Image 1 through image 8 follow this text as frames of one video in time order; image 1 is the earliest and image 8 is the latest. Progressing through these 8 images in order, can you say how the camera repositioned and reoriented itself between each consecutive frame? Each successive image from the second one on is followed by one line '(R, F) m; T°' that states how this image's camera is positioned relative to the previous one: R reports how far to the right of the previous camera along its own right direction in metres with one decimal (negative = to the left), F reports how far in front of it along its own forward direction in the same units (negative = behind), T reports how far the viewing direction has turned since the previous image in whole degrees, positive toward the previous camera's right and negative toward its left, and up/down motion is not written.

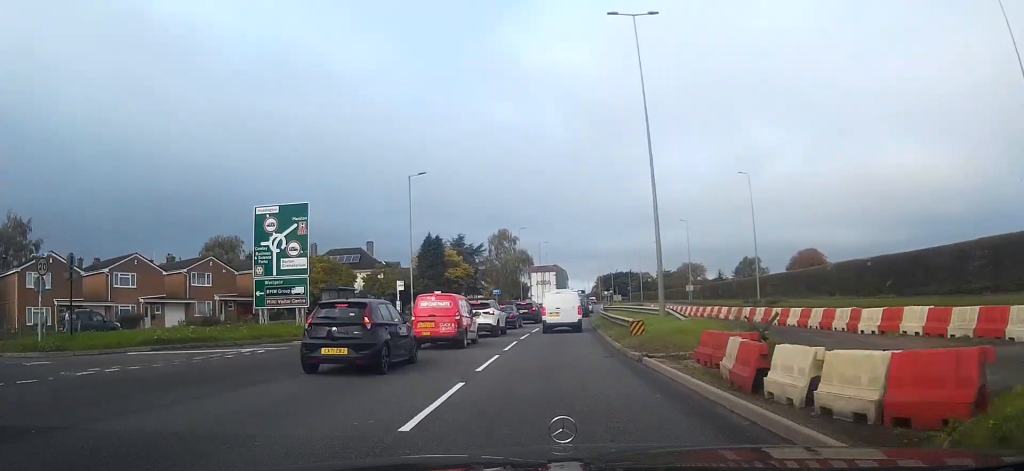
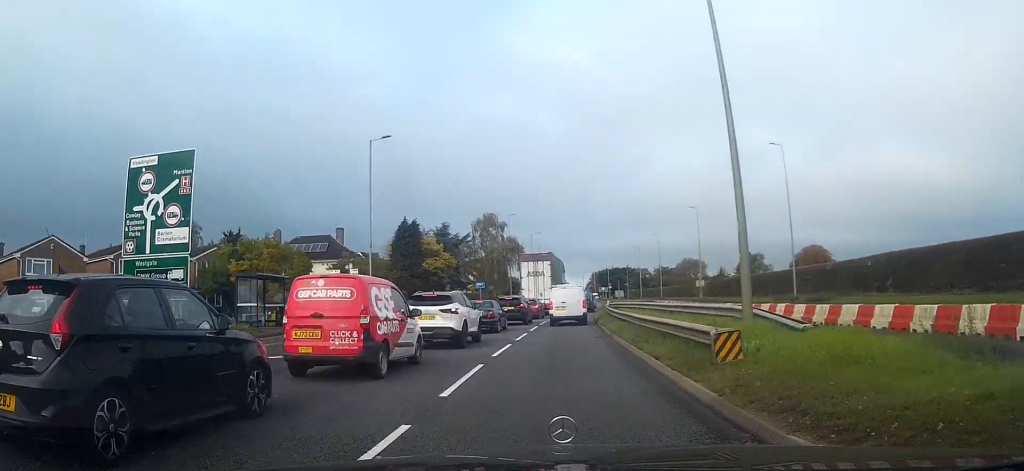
(0.0, +9.8) m; -1°
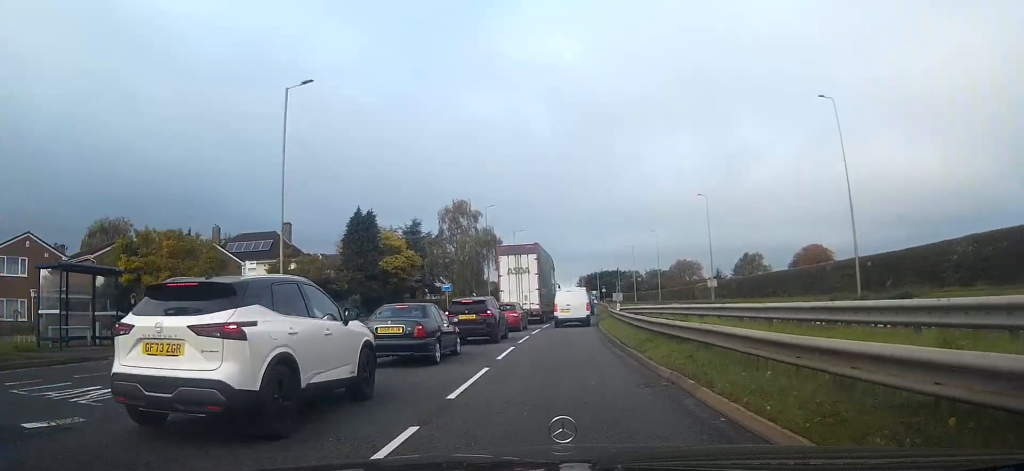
(-0.3, +12.1) m; -1°
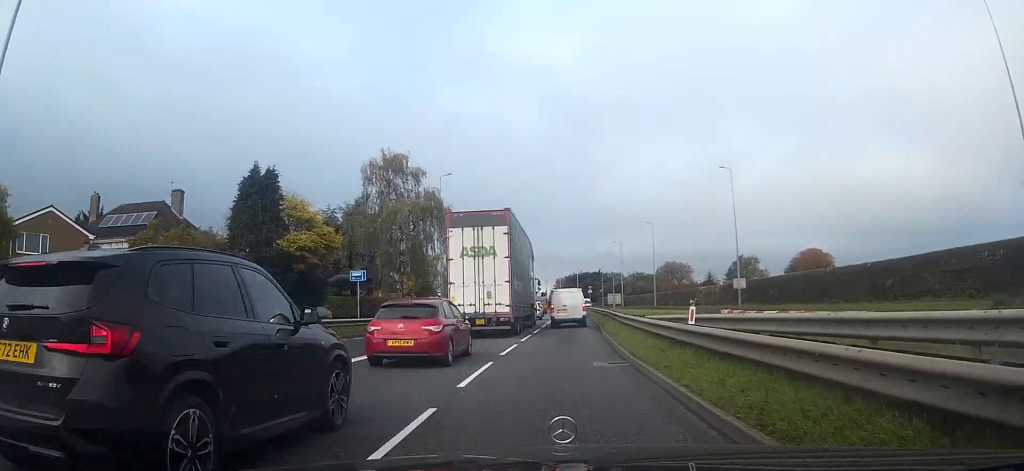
(-0.1, +17.4) m; 0°
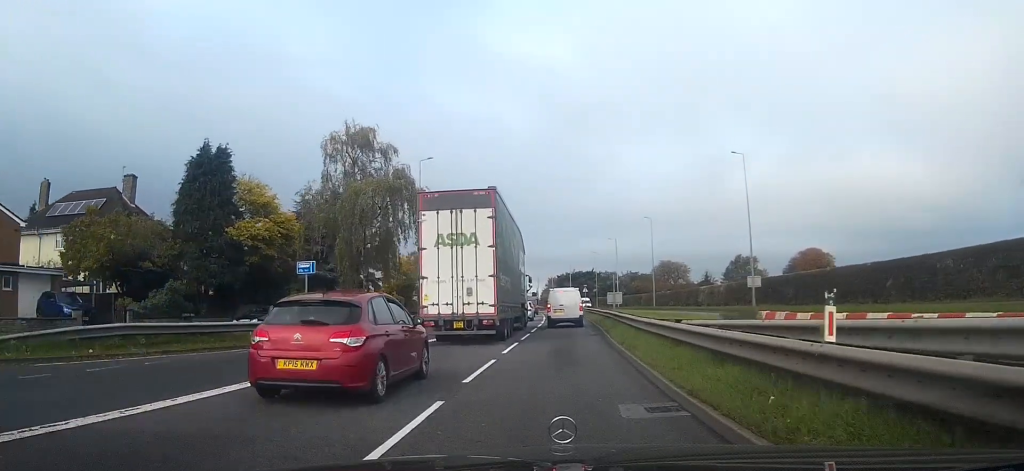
(-0.1, +5.7) m; +1°
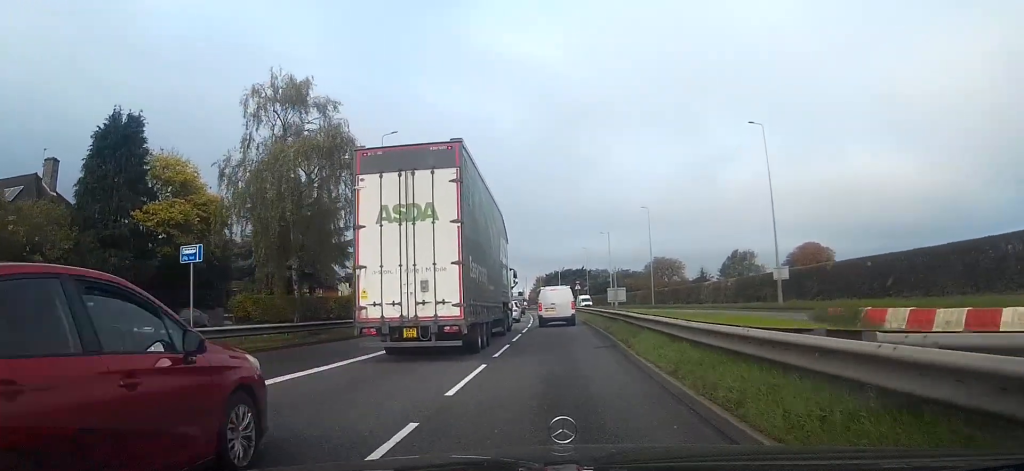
(+0.3, +7.8) m; +1°
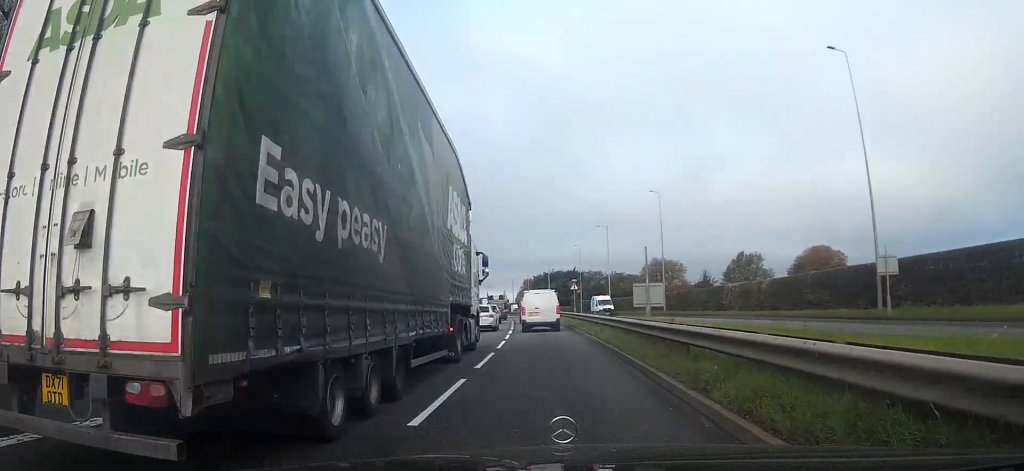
(+0.2, +14.8) m; 0°
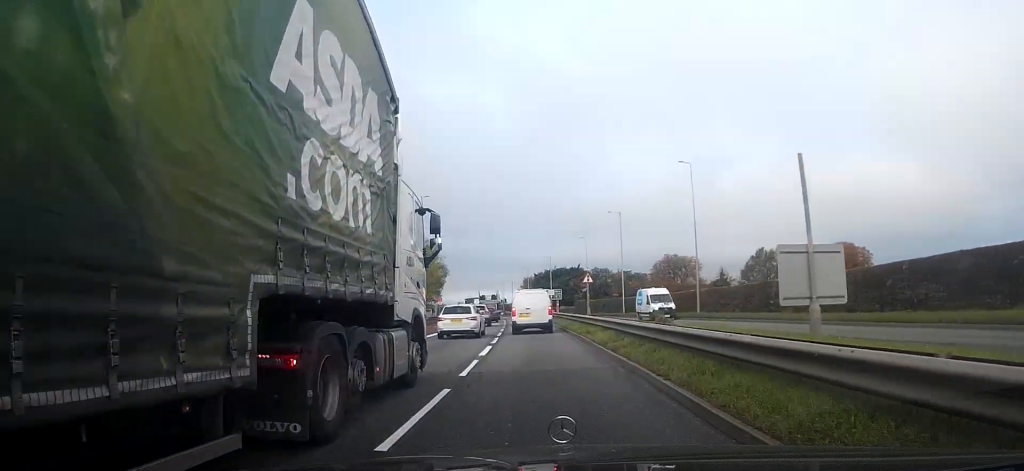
(-0.4, +13.6) m; -1°
